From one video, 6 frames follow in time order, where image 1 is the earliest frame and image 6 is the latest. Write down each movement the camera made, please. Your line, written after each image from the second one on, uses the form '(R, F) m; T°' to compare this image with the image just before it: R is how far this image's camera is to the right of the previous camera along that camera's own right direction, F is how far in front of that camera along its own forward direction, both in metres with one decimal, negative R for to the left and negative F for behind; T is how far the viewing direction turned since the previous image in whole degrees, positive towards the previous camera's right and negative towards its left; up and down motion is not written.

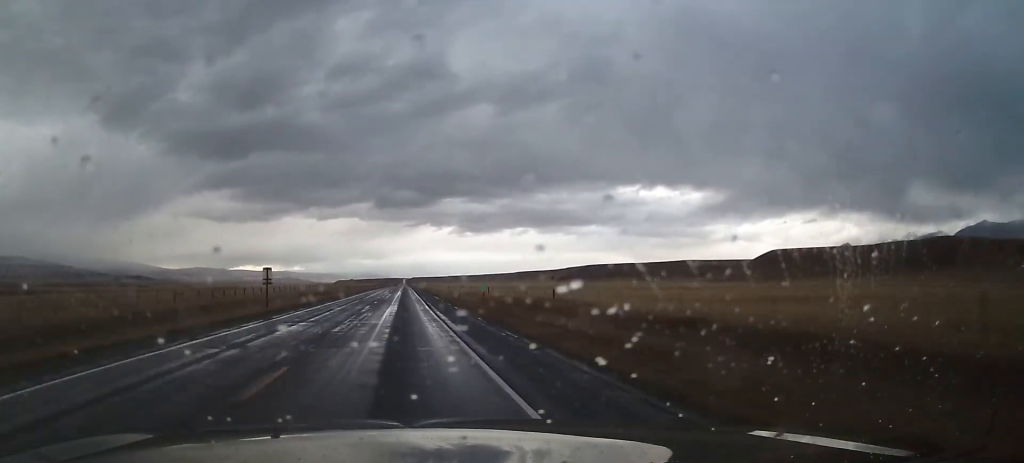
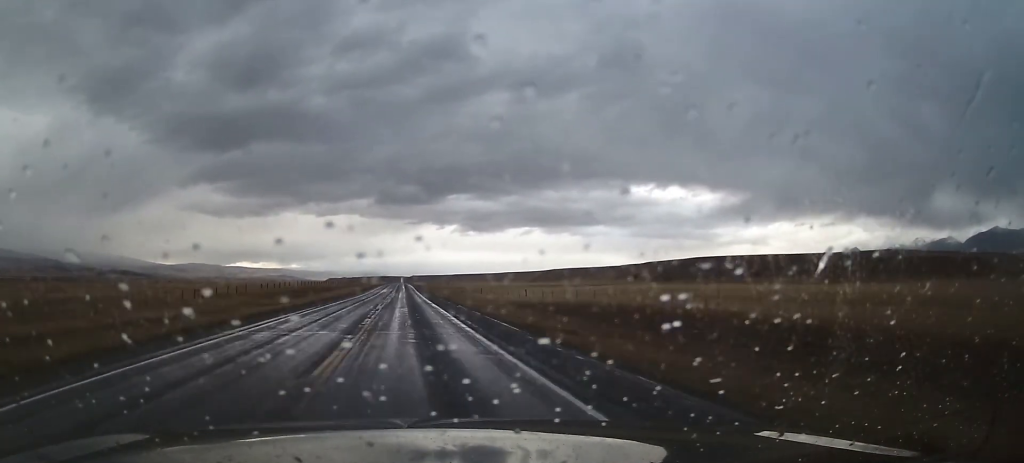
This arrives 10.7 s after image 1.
(-2.9, +420.1) m; 0°
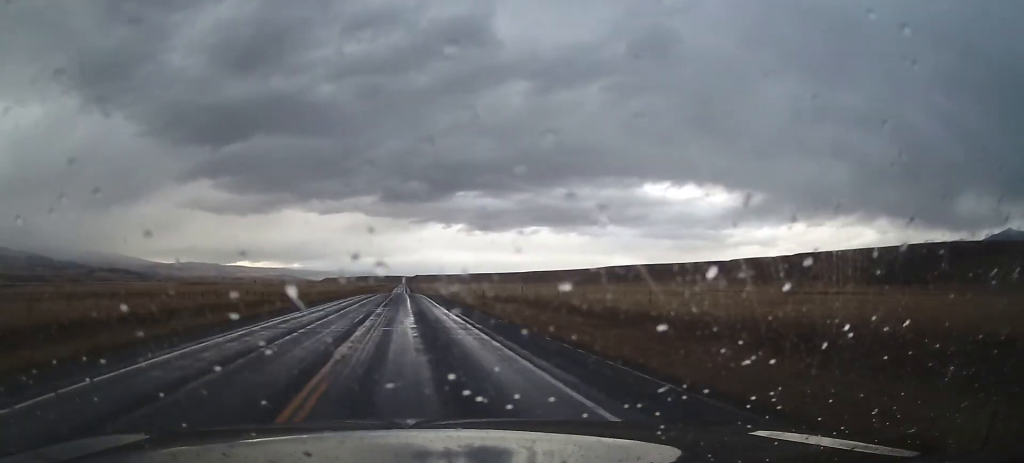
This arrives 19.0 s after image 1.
(+0.1, +324.4) m; 0°
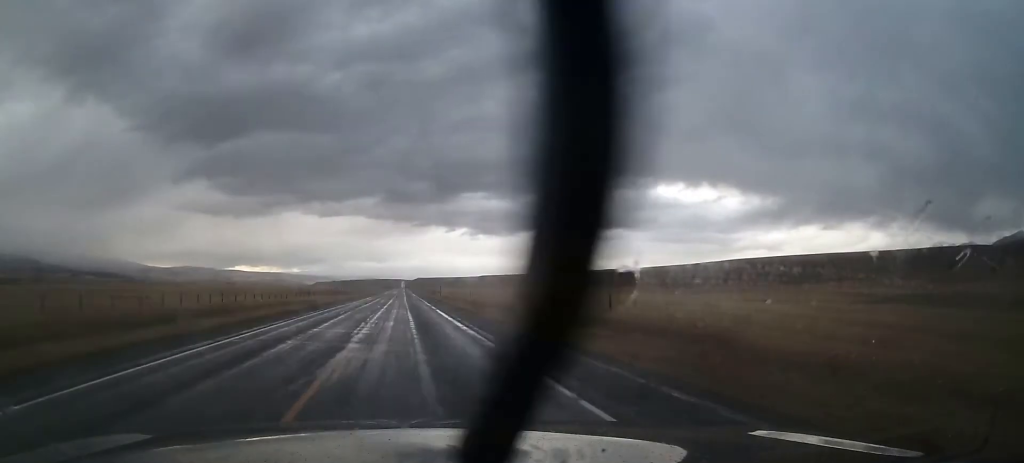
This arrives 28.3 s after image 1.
(-0.1, +362.5) m; 0°
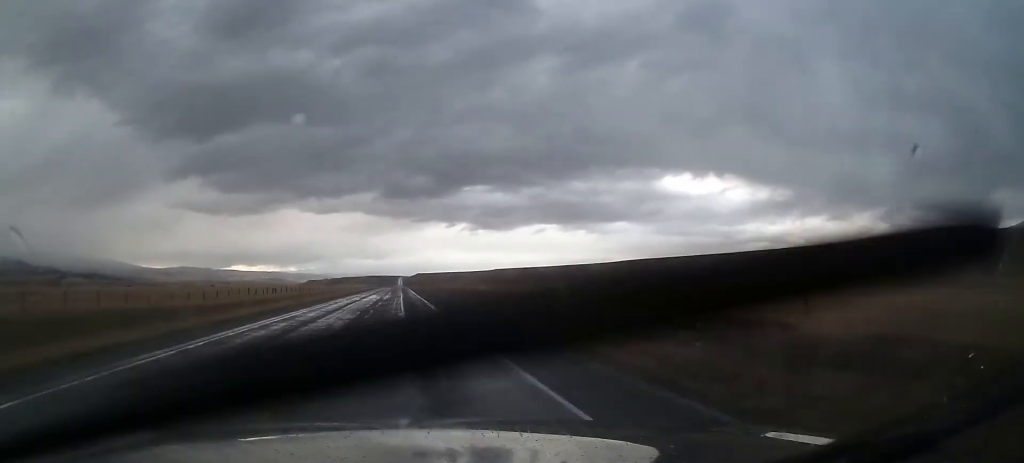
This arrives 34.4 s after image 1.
(-0.1, +238.9) m; 0°
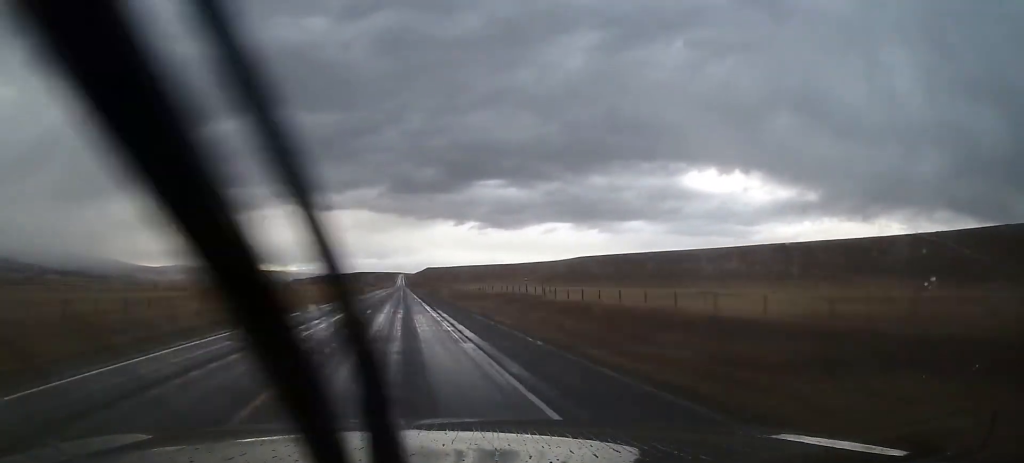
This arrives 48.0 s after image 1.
(-0.2, +530.0) m; 0°
